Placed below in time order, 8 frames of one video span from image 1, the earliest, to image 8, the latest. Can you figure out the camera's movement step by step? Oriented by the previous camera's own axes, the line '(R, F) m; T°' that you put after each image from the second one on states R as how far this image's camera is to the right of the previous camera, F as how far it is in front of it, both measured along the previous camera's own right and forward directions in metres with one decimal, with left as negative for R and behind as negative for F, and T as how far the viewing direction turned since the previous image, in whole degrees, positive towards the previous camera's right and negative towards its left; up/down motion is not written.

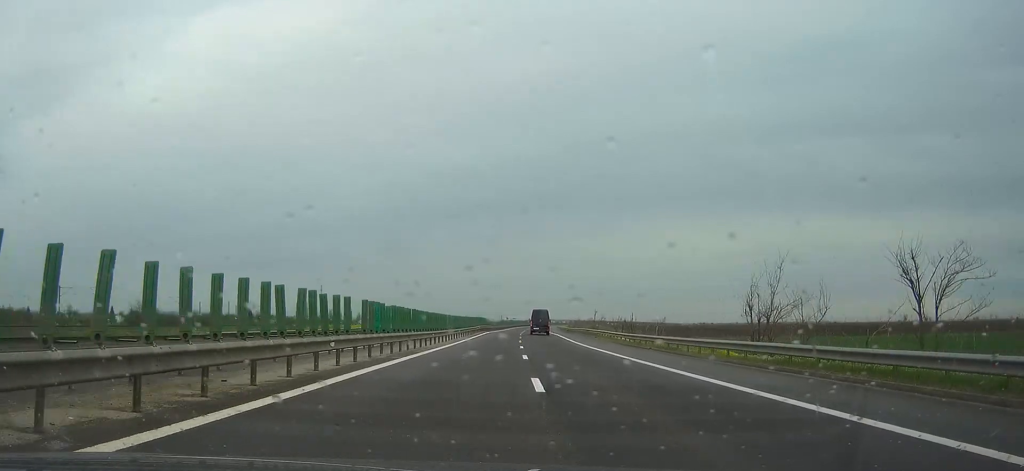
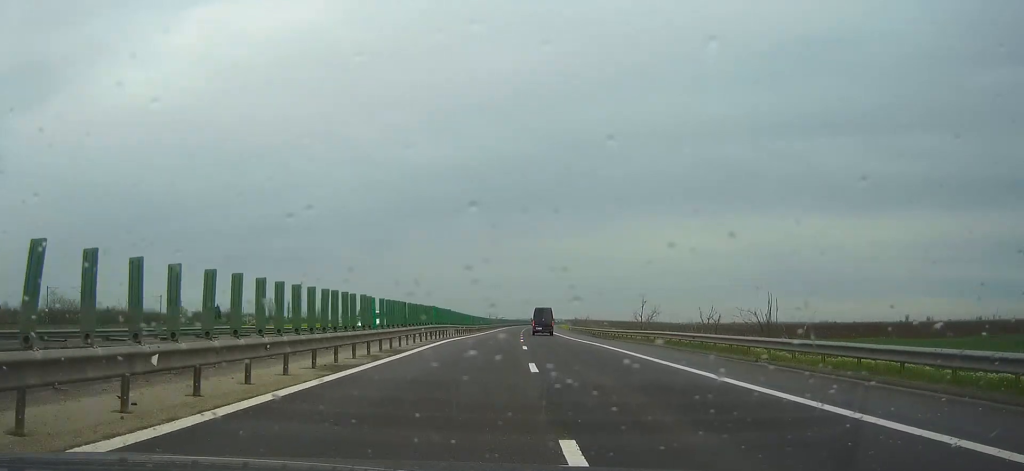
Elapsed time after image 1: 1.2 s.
(0.0, +39.3) m; 0°
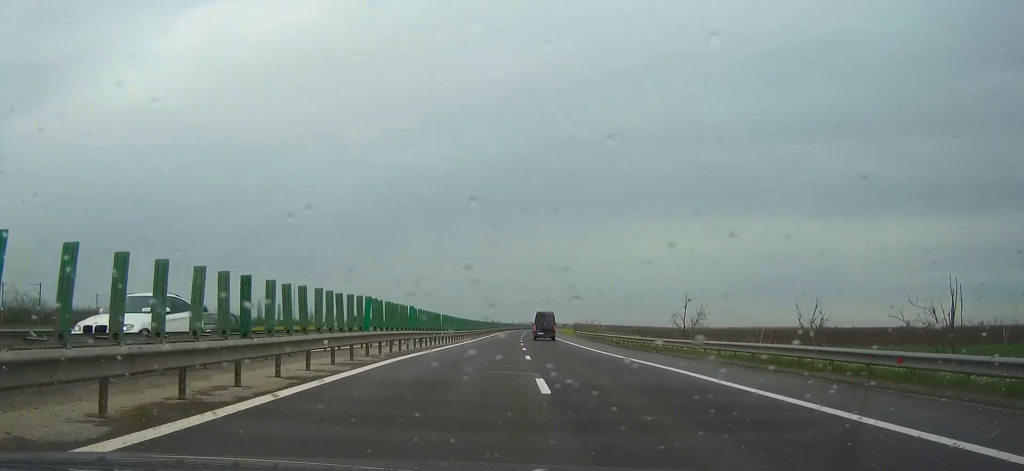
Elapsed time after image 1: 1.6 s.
(0.0, +13.3) m; 0°
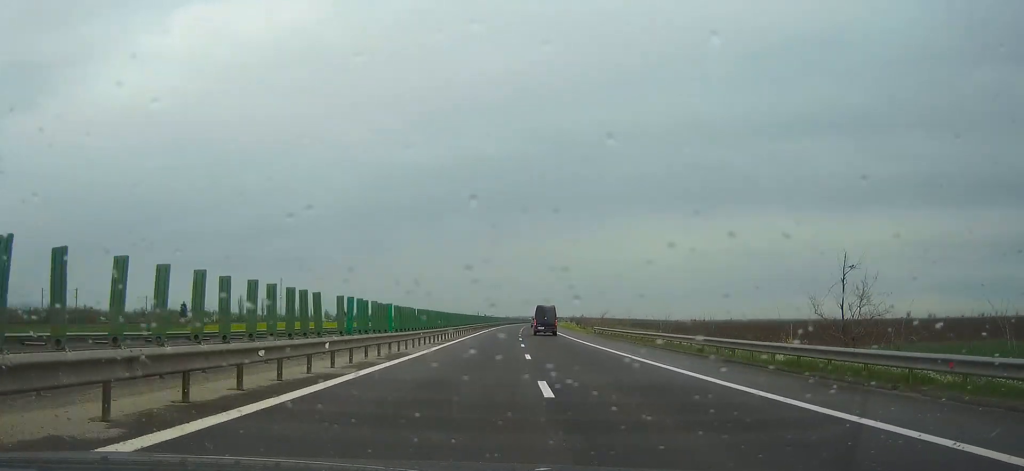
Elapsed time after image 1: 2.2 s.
(0.0, +19.0) m; +1°
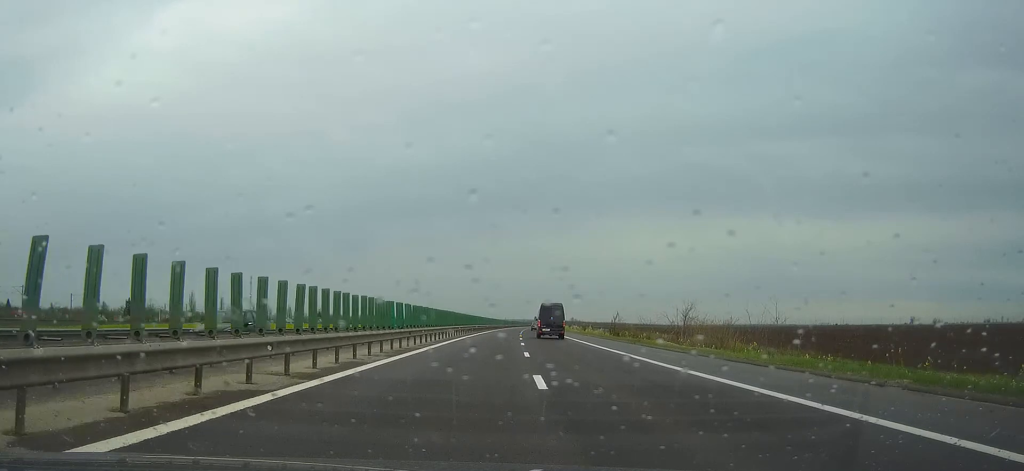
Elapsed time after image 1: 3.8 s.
(+0.9, +43.0) m; +2°
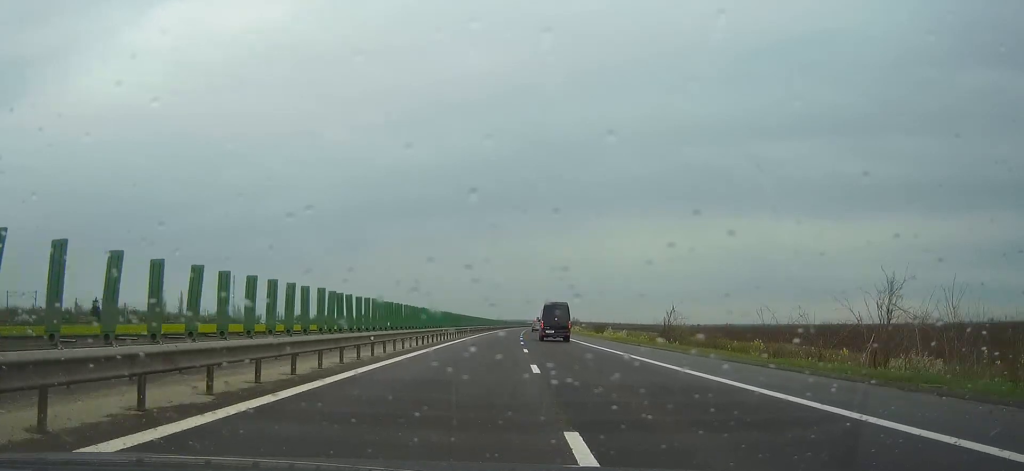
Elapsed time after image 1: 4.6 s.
(+0.2, +25.2) m; +1°
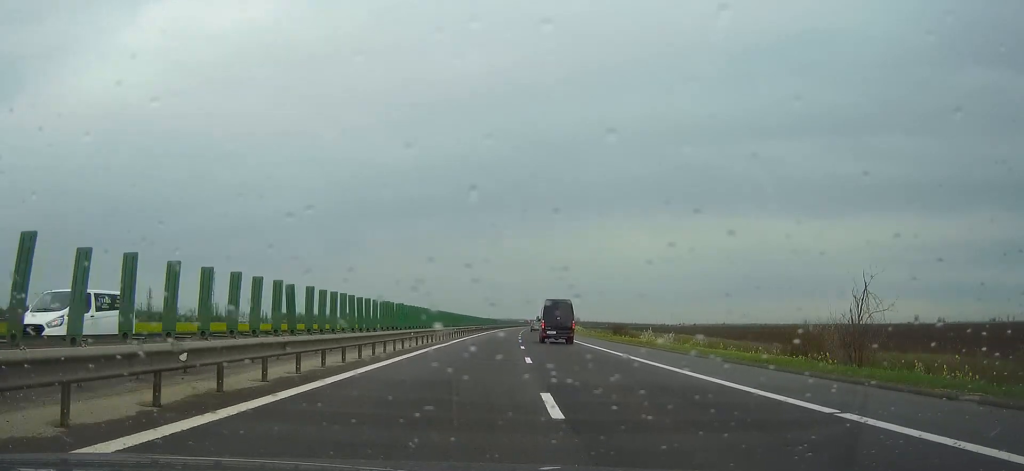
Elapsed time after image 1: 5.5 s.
(+0.2, +27.7) m; +1°
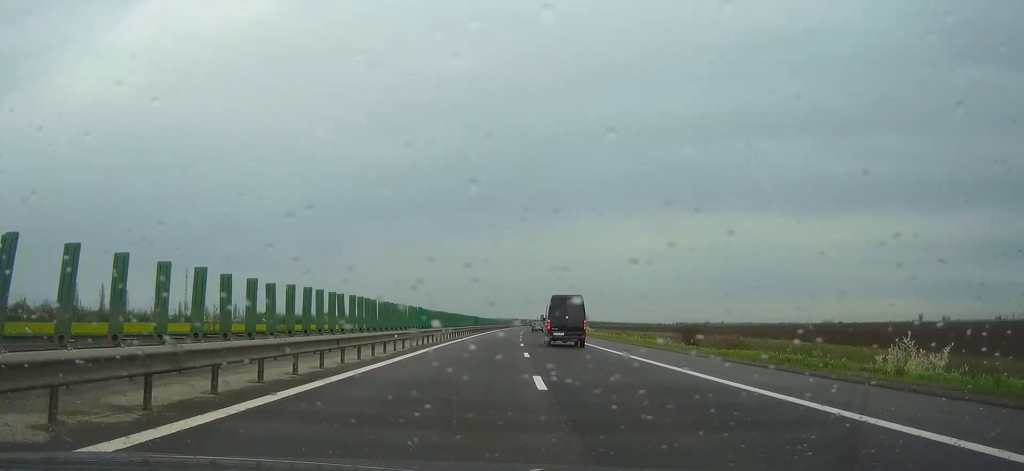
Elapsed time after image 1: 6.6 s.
(+0.3, +42.3) m; +1°
